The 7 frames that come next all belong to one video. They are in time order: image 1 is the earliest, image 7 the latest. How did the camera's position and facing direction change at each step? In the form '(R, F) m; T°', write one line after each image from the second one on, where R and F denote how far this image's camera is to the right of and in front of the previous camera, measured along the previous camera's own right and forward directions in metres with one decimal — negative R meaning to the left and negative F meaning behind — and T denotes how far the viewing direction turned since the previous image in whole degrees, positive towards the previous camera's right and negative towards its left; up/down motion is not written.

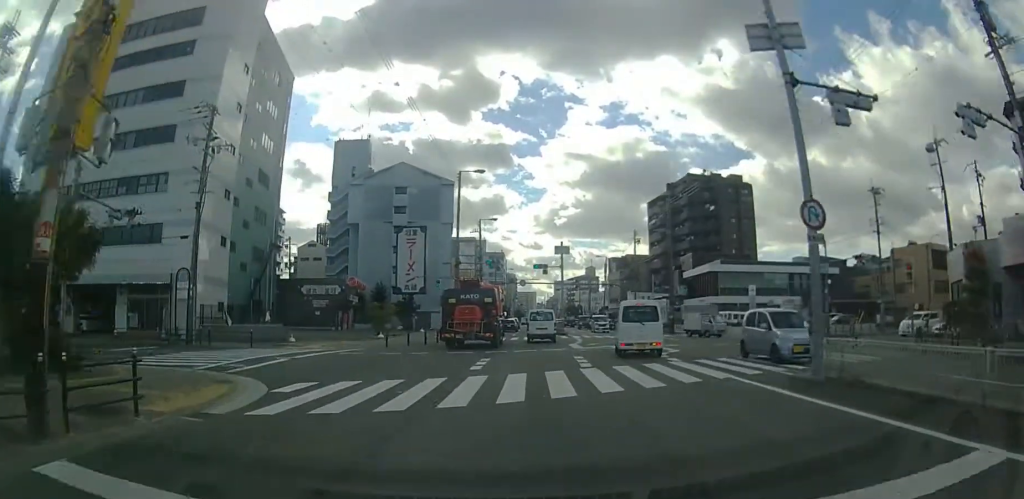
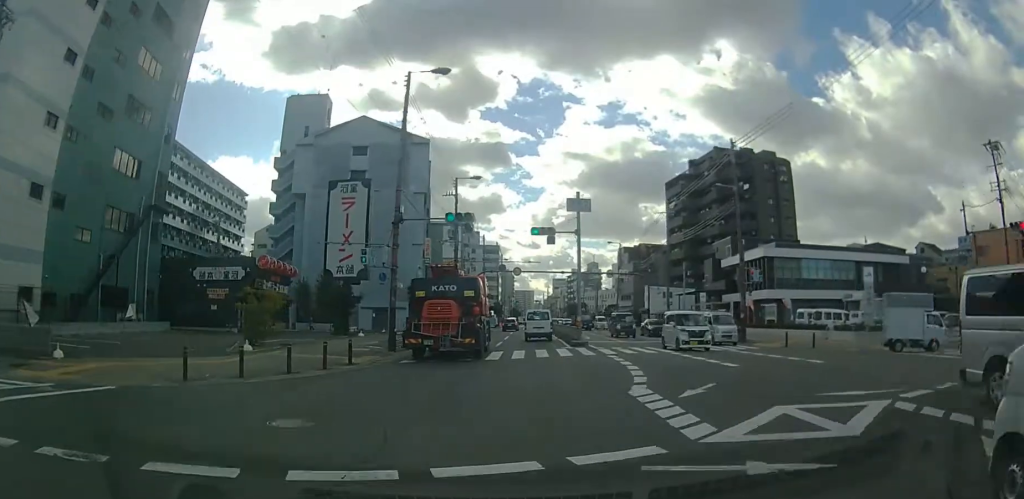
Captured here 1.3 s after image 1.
(0.0, +18.1) m; 0°
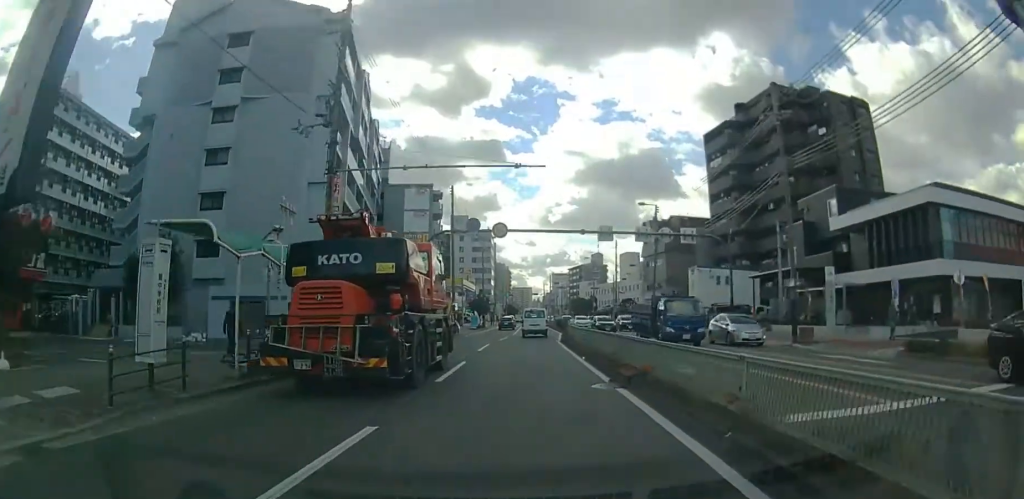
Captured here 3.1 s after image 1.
(-0.1, +26.1) m; -1°
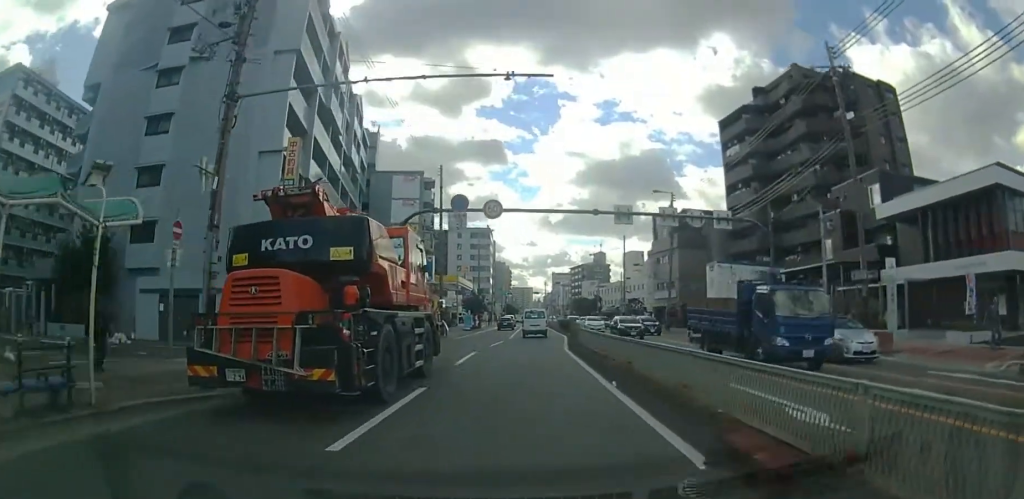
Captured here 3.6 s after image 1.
(-0.1, +6.4) m; 0°
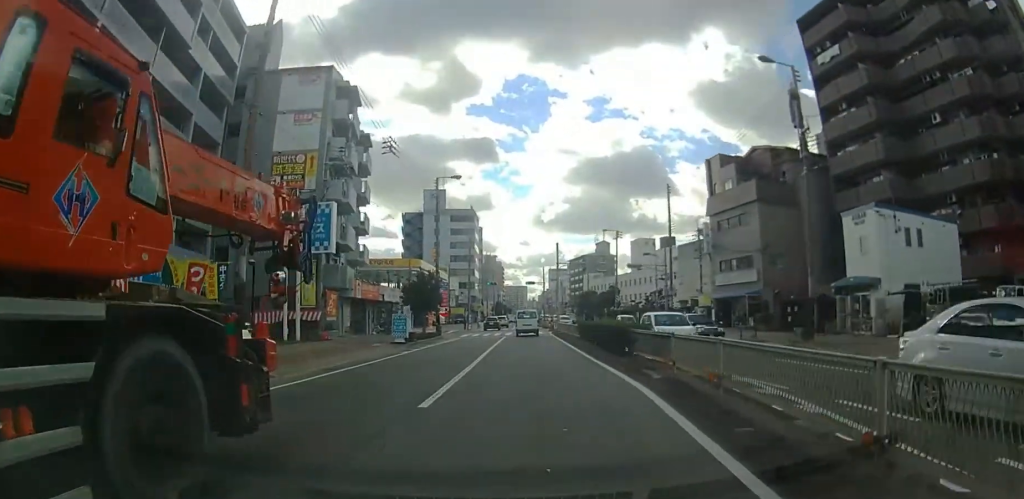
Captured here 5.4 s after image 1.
(+0.3, +26.8) m; +1°
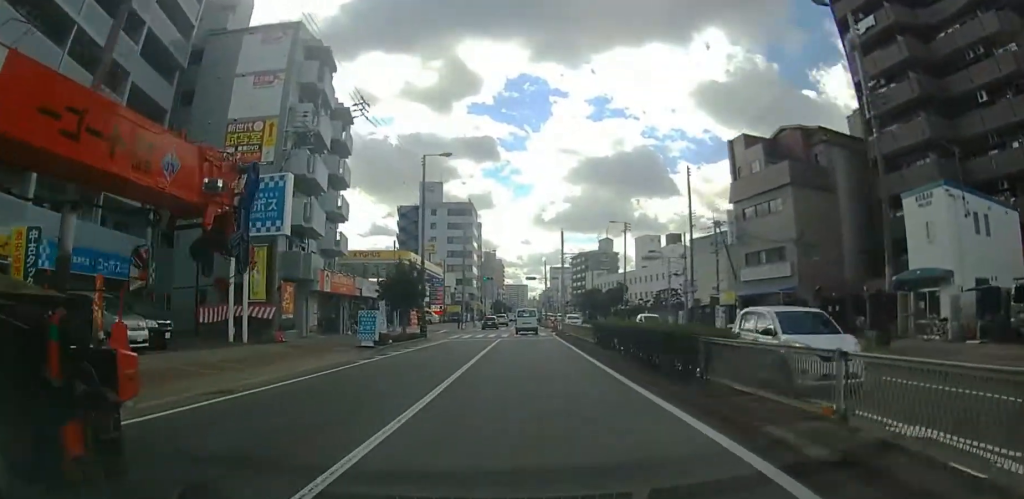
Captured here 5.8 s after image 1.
(0.0, +6.2) m; 0°
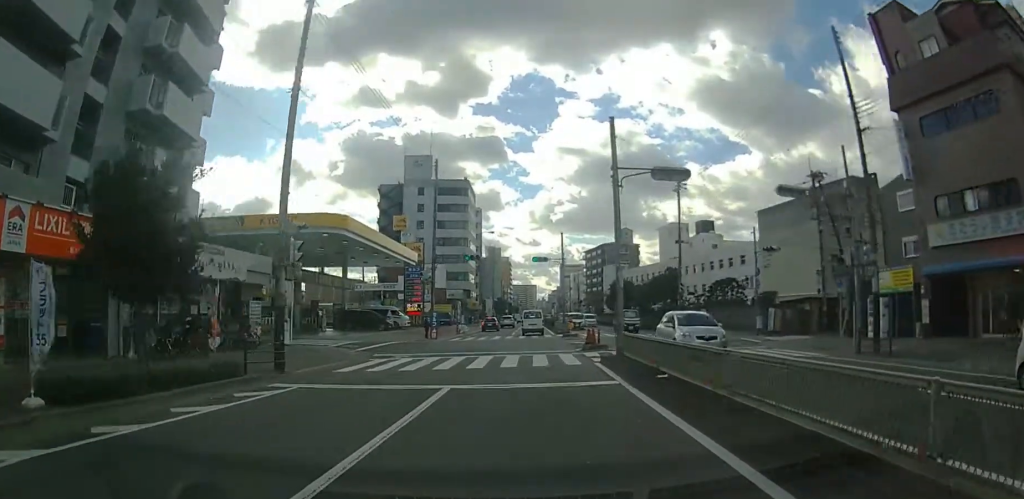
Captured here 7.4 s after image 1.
(0.0, +22.6) m; 0°
